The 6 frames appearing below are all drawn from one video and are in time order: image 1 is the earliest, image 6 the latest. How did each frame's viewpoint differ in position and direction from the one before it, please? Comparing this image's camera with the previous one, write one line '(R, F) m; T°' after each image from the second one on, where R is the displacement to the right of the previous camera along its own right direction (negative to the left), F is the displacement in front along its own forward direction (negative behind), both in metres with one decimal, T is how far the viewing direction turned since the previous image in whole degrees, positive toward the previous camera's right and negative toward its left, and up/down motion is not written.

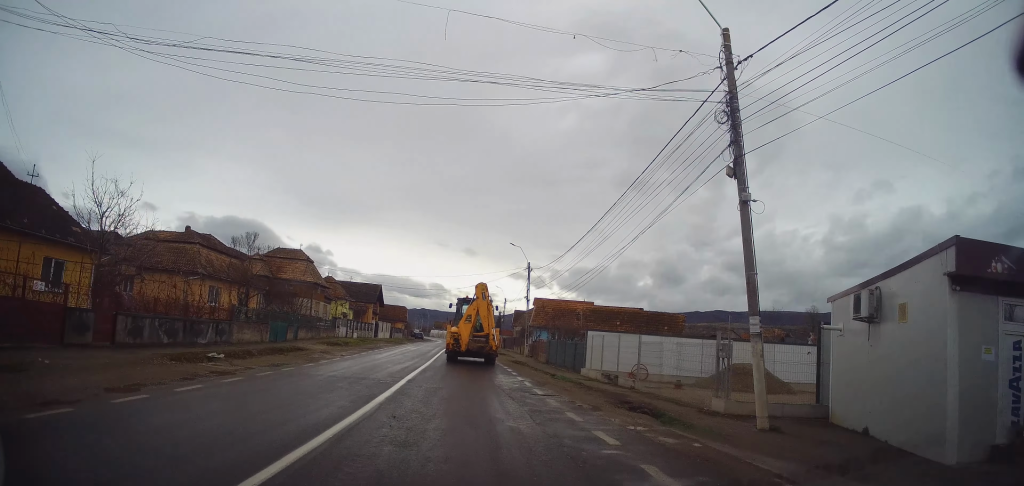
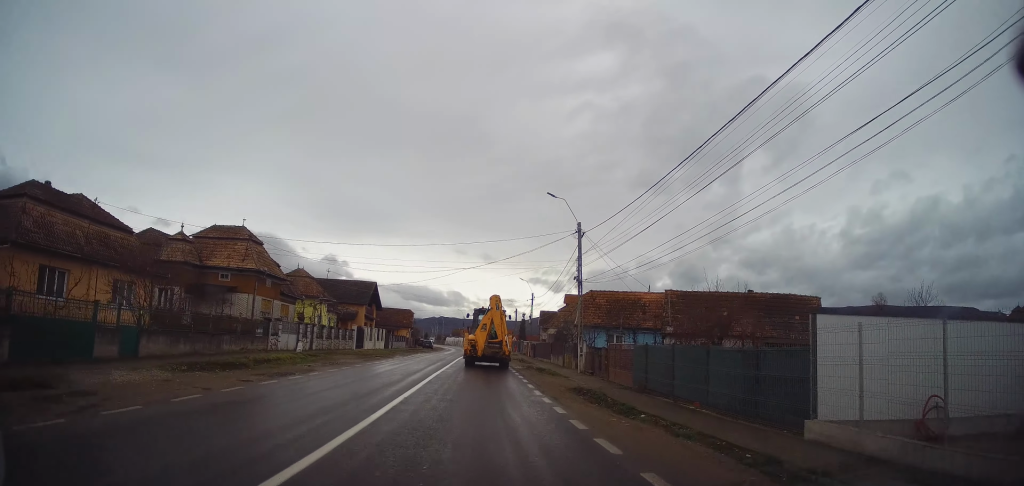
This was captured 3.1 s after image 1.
(-1.1, +19.1) m; -6°
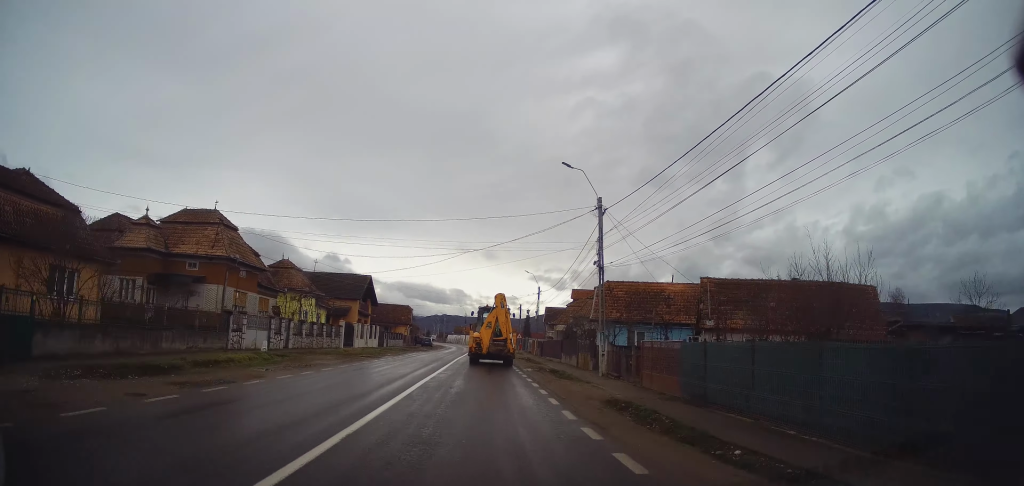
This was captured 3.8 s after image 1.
(+0.1, +4.8) m; +4°
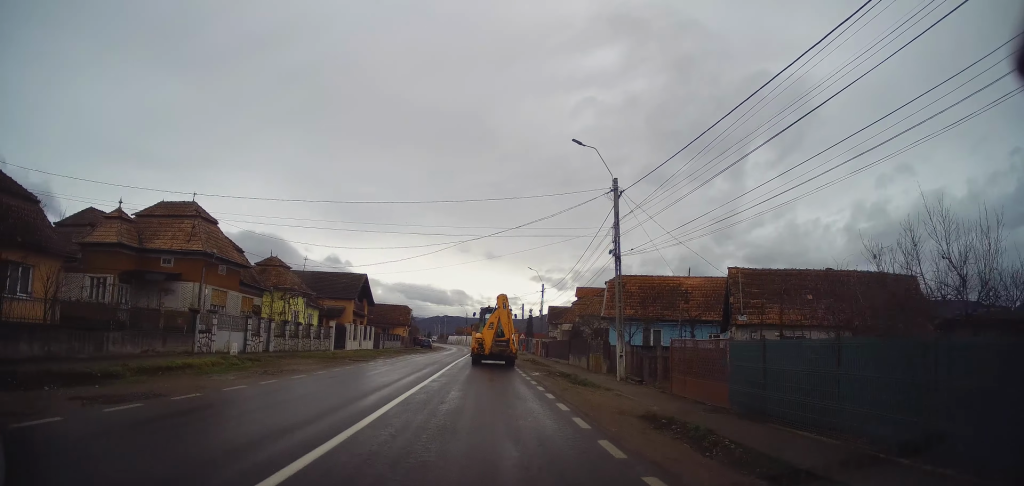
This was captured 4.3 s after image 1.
(-0.1, +3.0) m; +3°
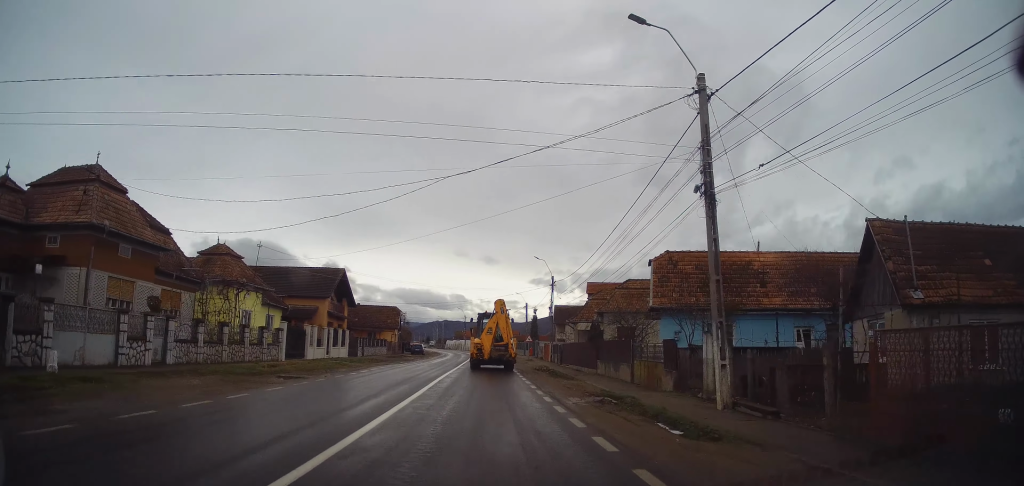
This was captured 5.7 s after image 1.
(+0.4, +9.6) m; -2°
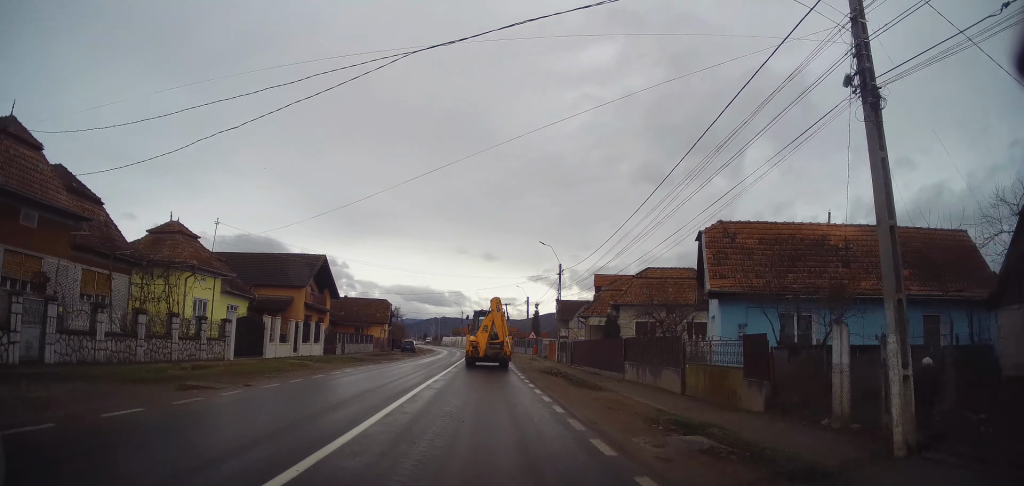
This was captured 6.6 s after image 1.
(-0.3, +6.1) m; -3°
